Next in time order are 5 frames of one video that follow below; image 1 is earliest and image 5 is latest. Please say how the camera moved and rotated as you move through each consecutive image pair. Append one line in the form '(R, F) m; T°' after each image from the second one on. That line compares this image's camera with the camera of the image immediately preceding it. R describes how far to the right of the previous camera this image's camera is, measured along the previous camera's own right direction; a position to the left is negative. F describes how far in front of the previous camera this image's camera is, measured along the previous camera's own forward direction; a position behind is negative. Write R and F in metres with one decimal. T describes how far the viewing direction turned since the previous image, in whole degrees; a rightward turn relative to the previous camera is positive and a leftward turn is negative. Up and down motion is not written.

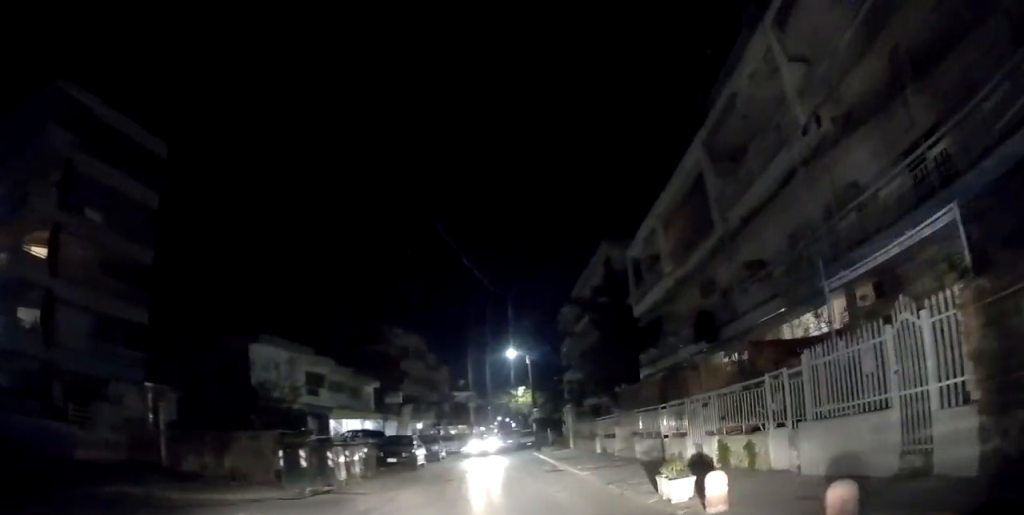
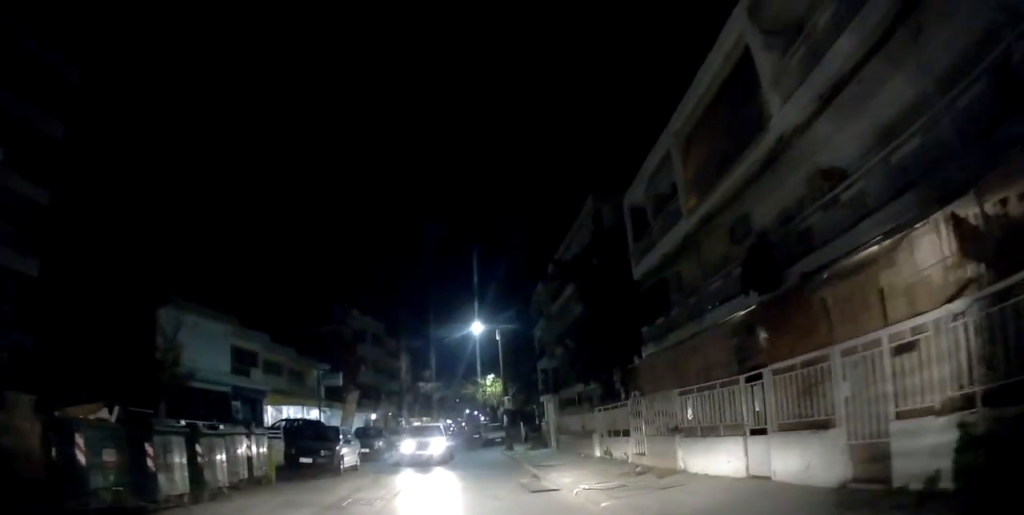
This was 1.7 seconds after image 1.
(+0.2, +6.3) m; 0°
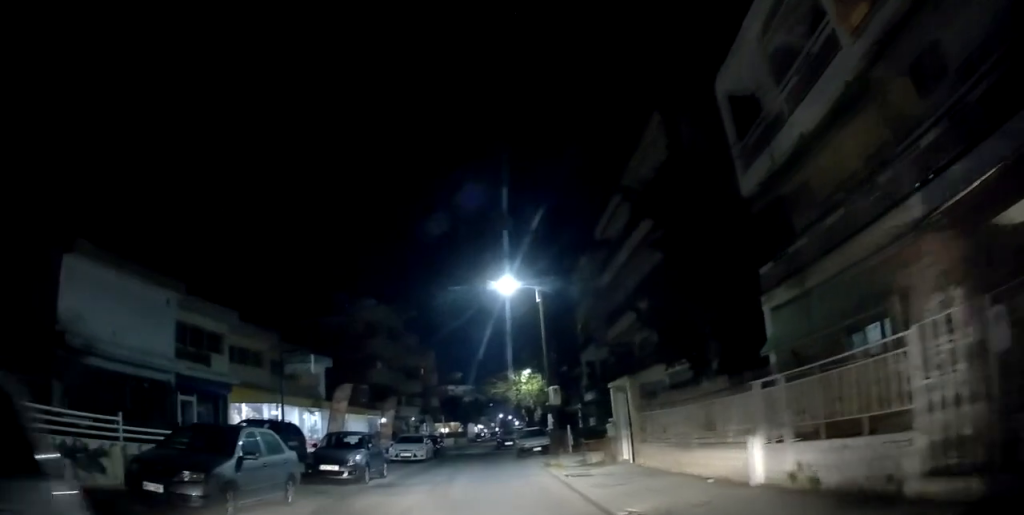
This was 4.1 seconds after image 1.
(-0.5, +9.3) m; -7°
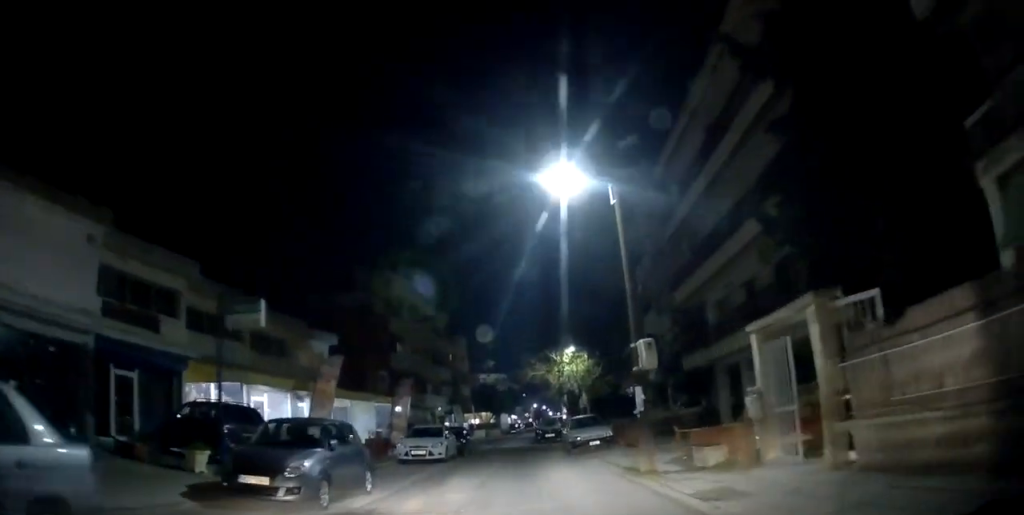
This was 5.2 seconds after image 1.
(-0.2, +7.1) m; -2°
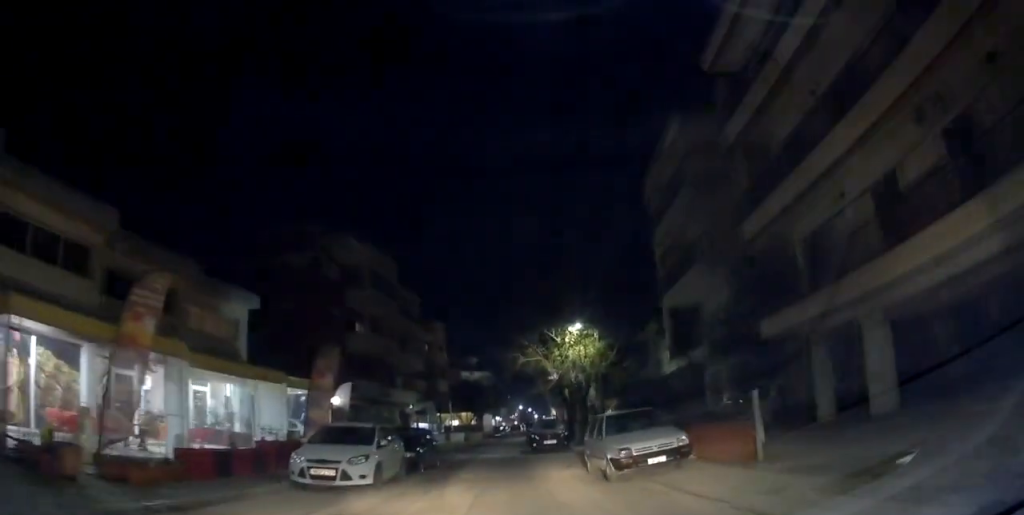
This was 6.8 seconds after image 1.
(+0.2, +10.0) m; +4°
